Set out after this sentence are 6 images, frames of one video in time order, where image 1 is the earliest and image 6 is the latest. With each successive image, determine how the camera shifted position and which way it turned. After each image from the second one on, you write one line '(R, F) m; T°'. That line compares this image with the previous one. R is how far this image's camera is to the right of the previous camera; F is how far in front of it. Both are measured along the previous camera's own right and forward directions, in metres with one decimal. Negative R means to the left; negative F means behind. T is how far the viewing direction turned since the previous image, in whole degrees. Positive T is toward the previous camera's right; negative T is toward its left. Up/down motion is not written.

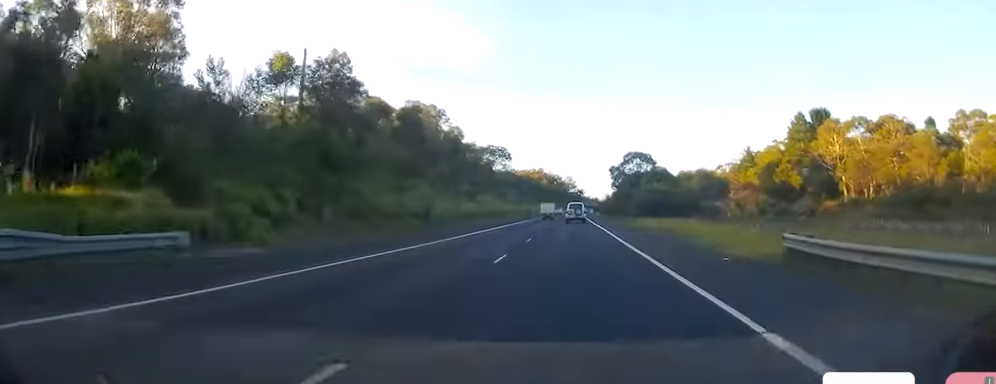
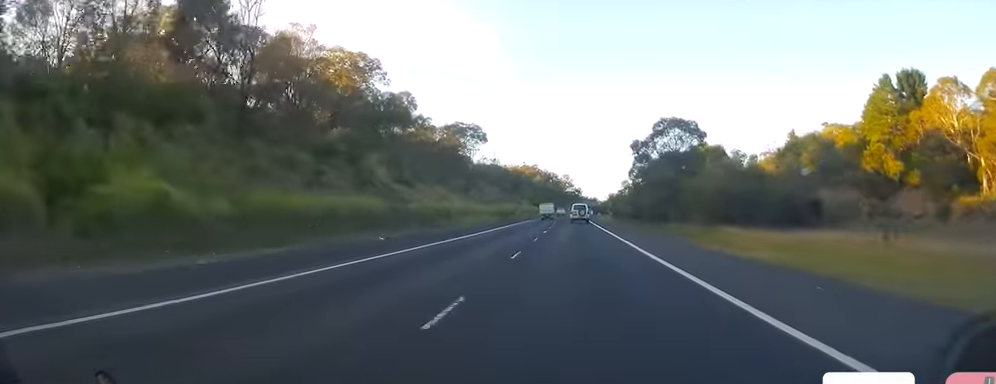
(-0.5, +45.9) m; 0°
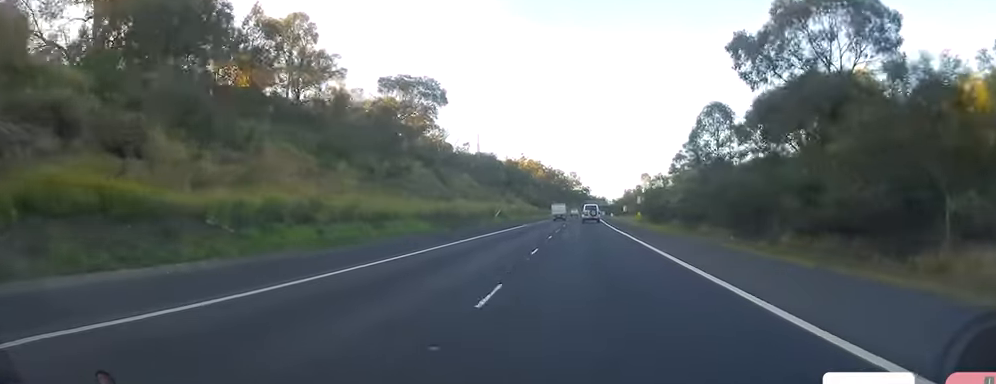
(+0.3, +45.6) m; -1°
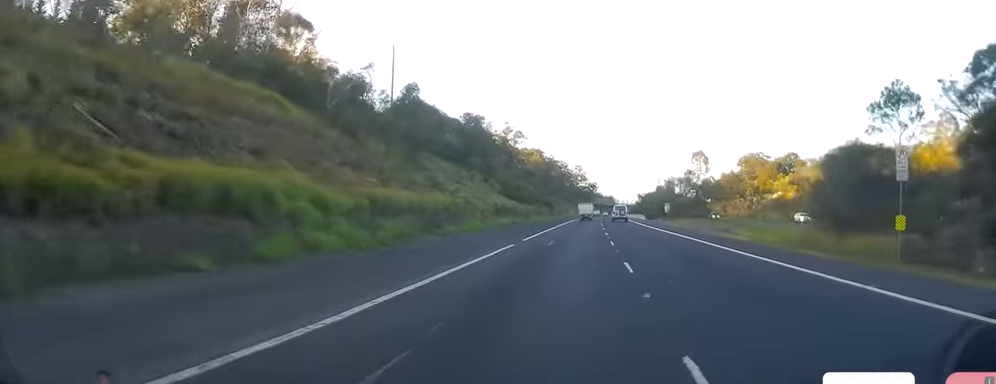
(-1.0, +77.7) m; -1°
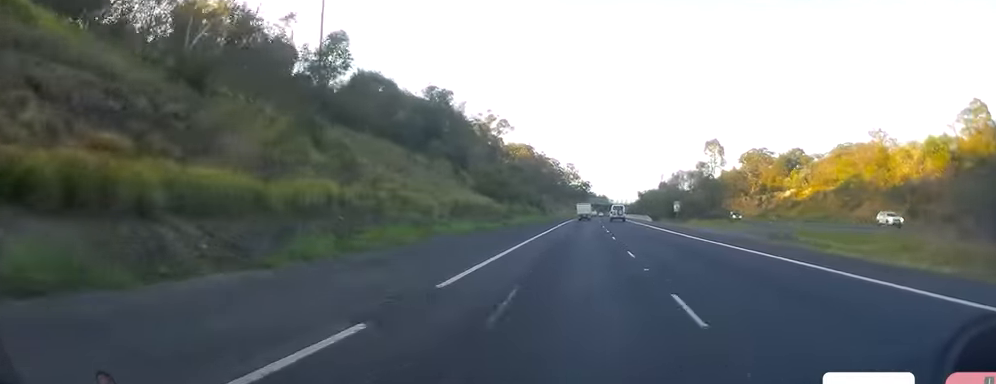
(0.0, +19.0) m; +1°
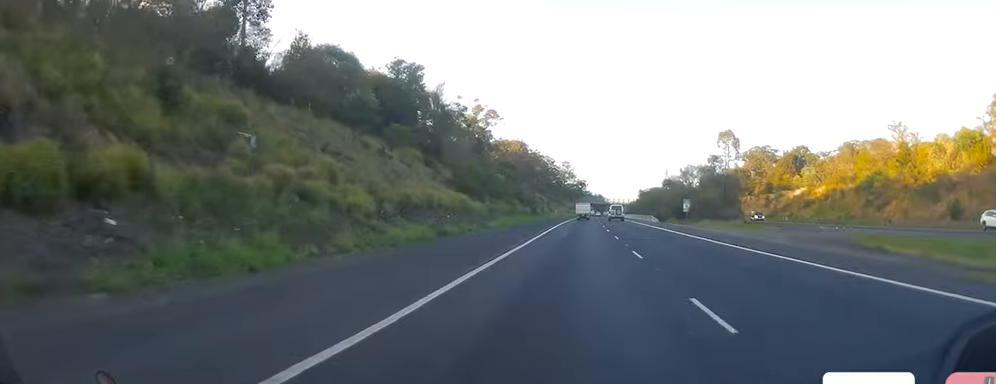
(+0.3, +12.4) m; +1°
